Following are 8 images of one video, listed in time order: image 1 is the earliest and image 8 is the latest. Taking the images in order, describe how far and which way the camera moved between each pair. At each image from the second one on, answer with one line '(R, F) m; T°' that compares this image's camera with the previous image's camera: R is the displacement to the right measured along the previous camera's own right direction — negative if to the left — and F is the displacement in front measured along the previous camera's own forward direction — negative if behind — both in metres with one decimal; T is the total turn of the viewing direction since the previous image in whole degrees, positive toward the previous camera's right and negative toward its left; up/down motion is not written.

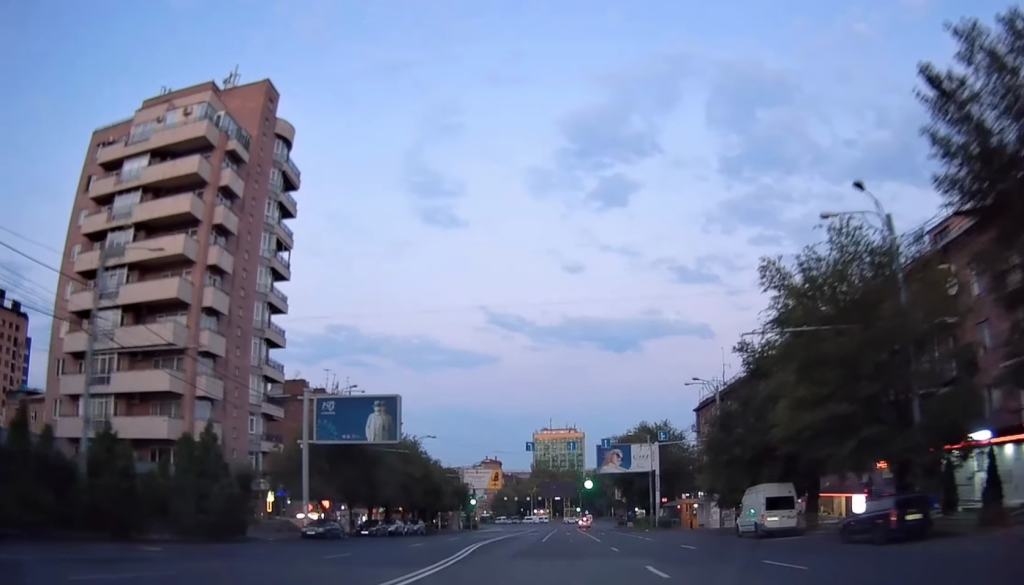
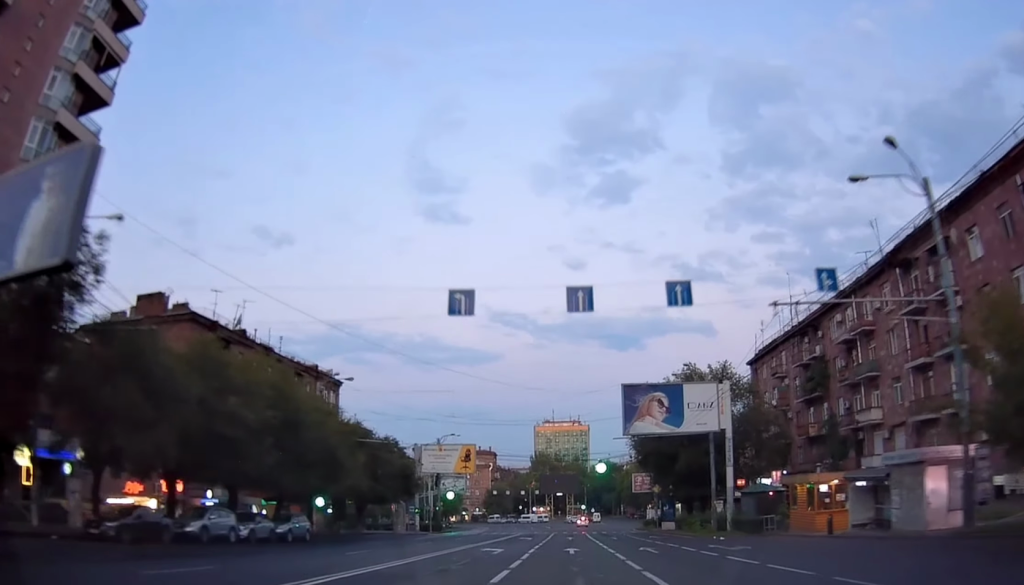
(0.0, +33.9) m; 0°
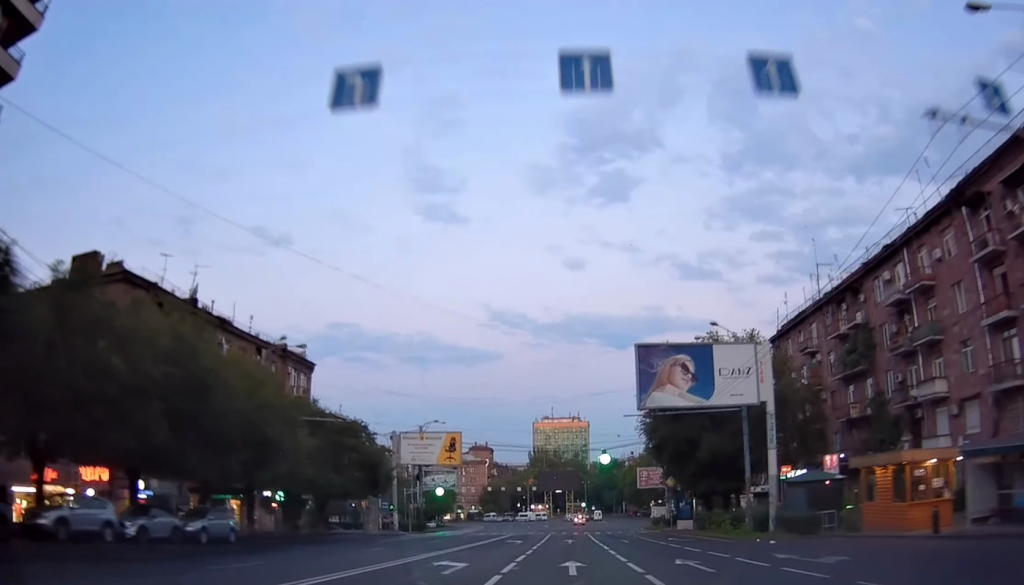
(-0.1, +9.4) m; -1°
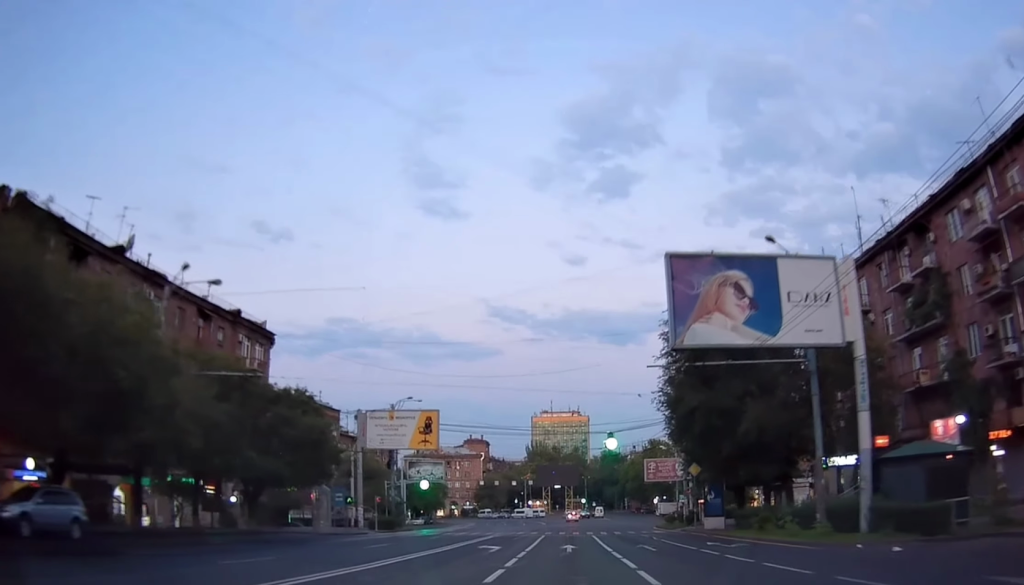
(-0.1, +11.3) m; +1°
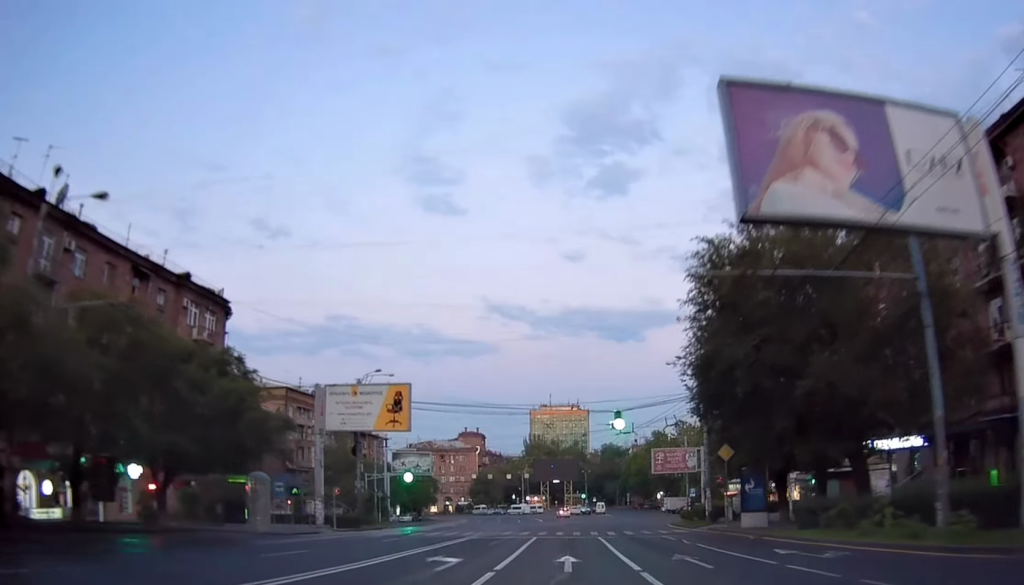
(-0.1, +9.7) m; +1°
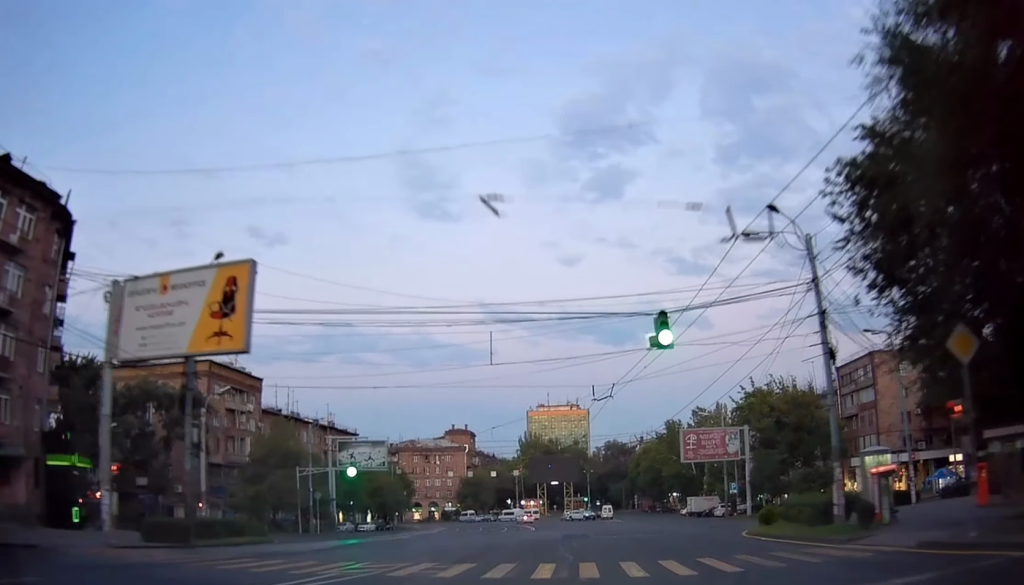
(-0.2, +25.0) m; -1°
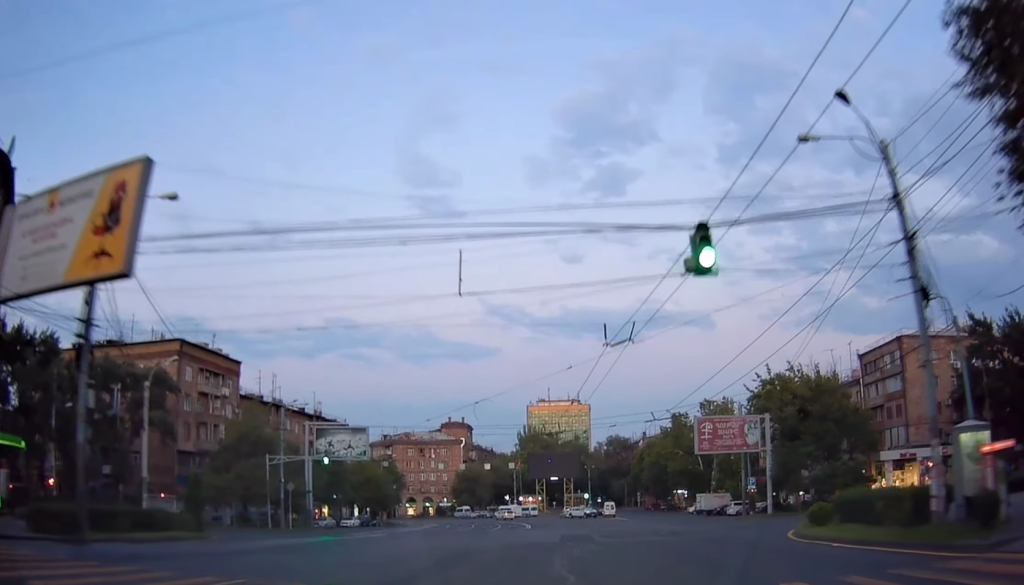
(0.0, +7.6) m; 0°
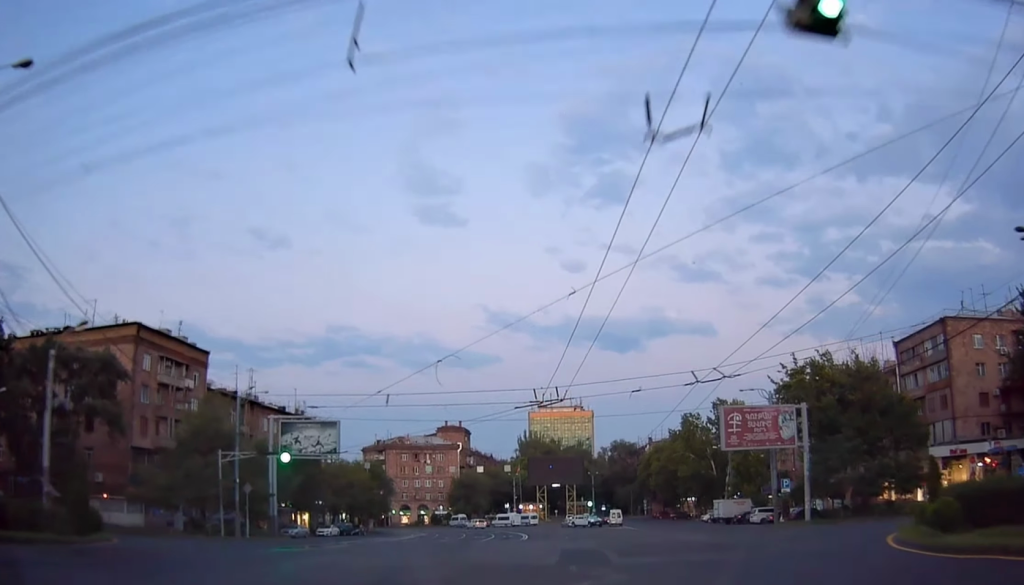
(+0.5, +9.8) m; -1°
